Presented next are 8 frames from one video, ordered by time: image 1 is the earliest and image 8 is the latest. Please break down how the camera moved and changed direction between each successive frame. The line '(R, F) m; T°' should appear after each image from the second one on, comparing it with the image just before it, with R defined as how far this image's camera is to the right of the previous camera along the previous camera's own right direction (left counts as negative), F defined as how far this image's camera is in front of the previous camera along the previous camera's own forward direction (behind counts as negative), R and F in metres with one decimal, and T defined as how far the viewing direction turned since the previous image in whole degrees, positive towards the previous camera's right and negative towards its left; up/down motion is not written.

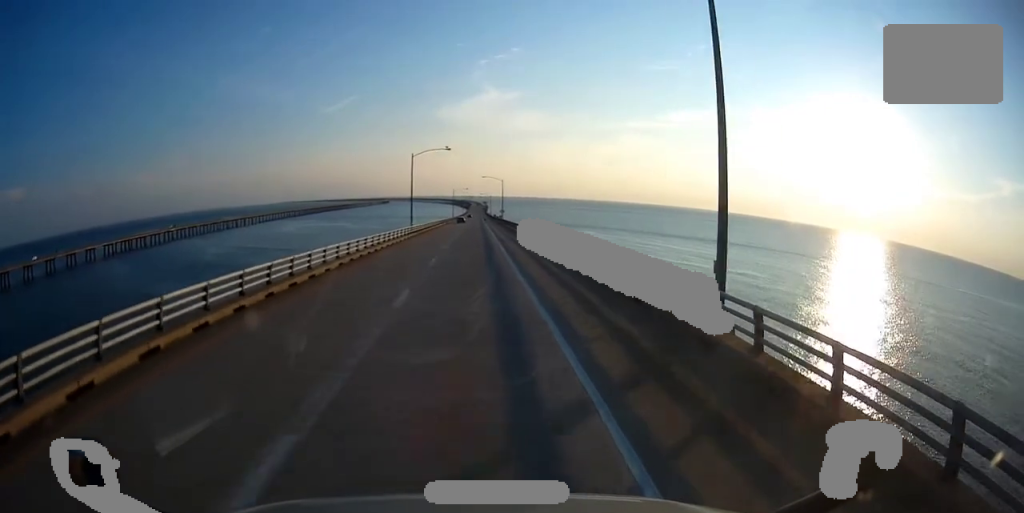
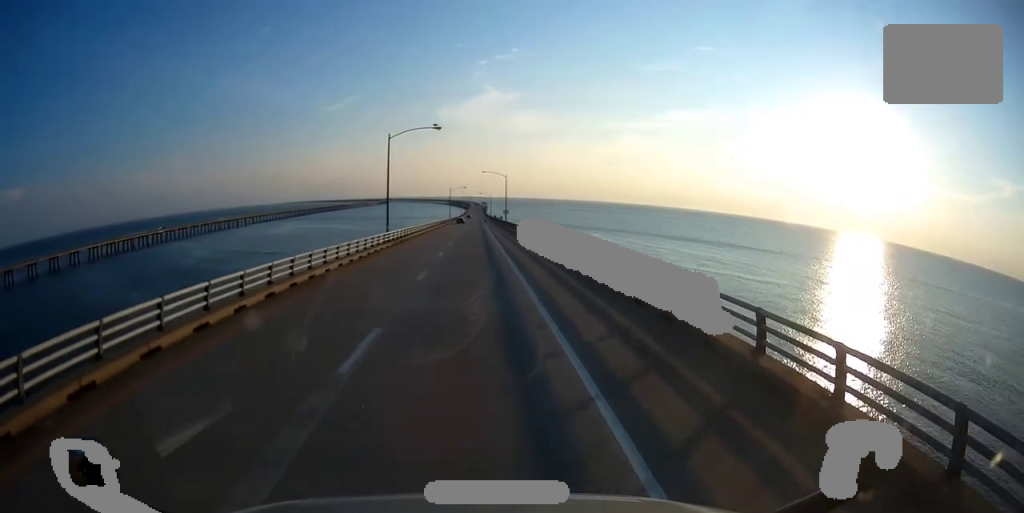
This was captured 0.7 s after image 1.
(-0.1, +17.8) m; -1°
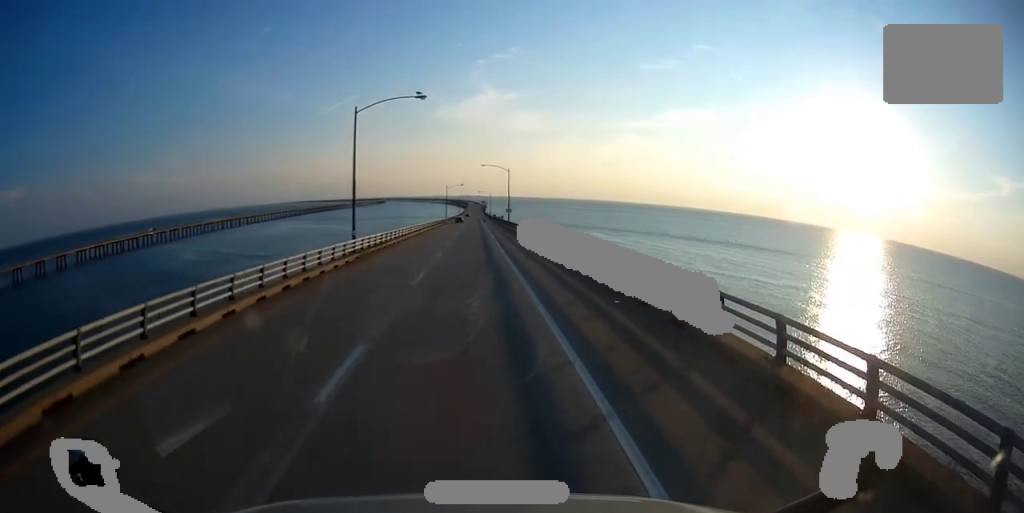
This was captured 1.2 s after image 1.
(+0.1, +13.6) m; -1°
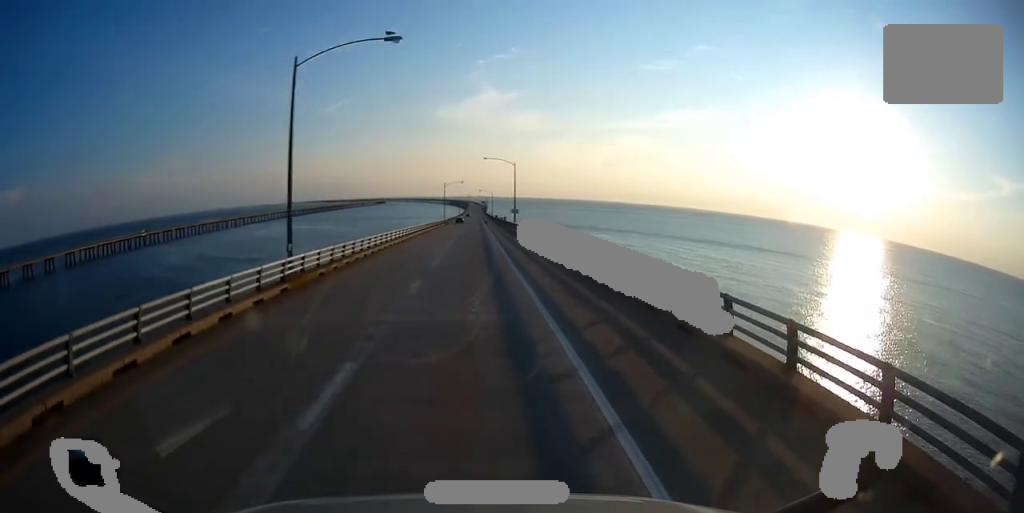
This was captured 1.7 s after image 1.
(-0.2, +12.6) m; 0°
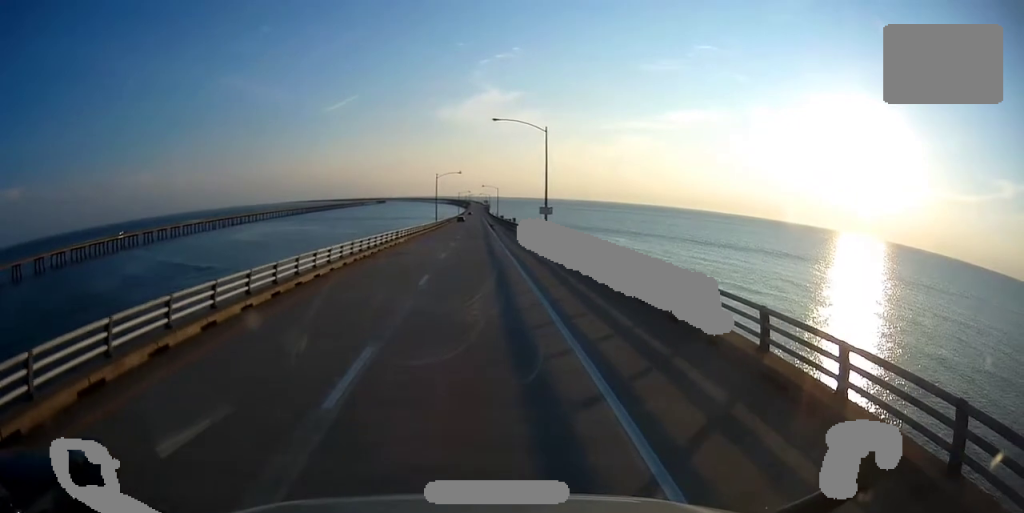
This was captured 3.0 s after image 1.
(+0.3, +34.9) m; +1°
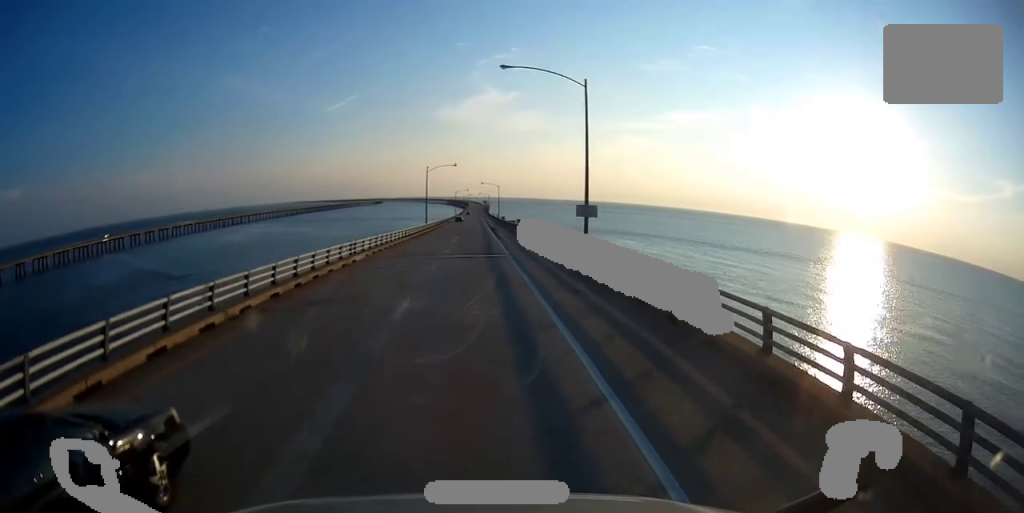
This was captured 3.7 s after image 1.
(+0.1, +18.1) m; 0°
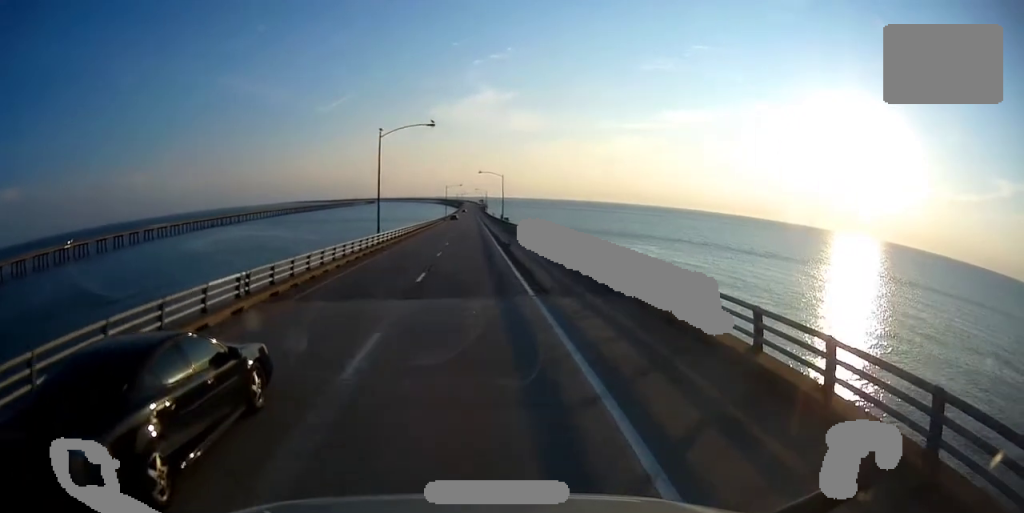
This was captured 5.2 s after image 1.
(+0.2, +41.7) m; 0°
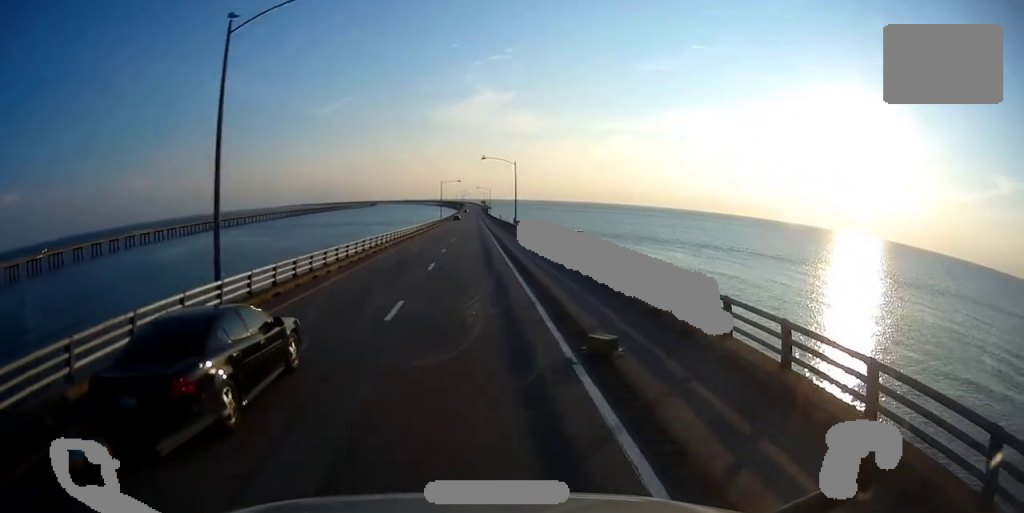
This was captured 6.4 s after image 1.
(-0.1, +30.9) m; 0°
